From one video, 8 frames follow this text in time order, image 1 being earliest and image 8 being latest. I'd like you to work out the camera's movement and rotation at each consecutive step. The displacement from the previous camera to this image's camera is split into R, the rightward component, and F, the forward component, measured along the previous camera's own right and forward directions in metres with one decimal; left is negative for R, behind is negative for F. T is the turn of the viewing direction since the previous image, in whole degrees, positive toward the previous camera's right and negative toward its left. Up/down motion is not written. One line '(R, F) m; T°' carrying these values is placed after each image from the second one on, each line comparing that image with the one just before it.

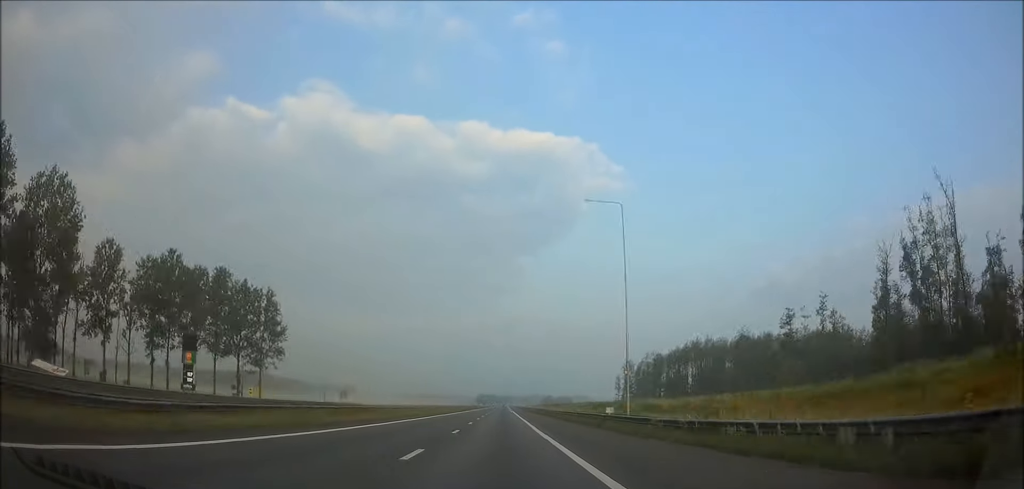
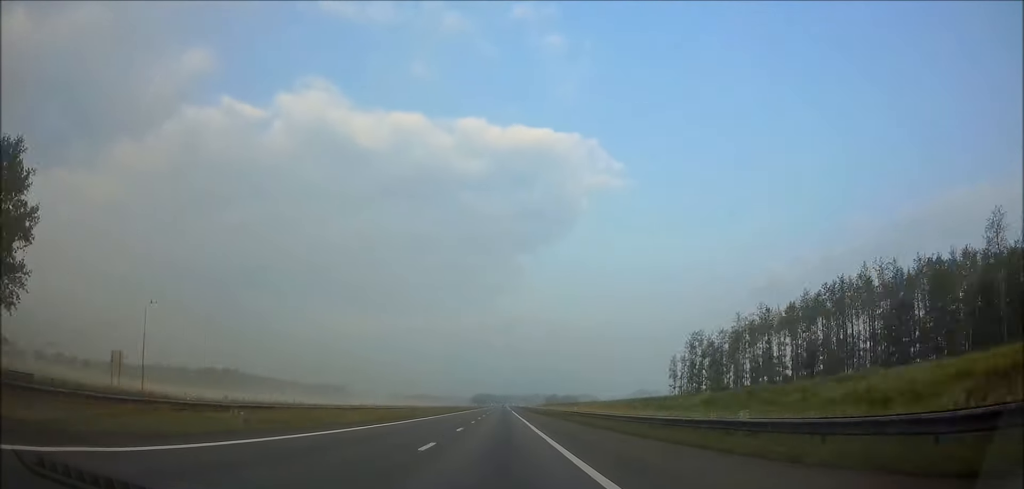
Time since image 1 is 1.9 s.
(+0.1, +69.1) m; 0°
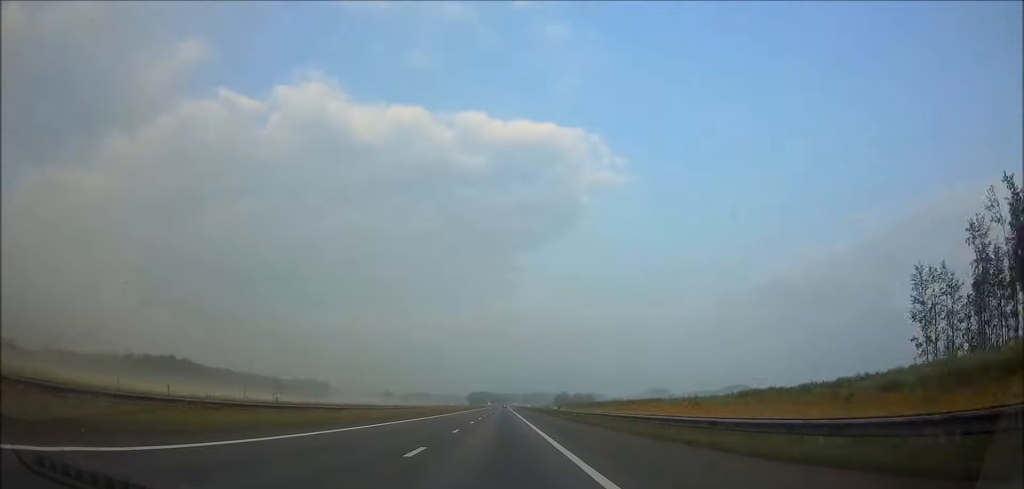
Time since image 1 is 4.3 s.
(-0.1, +88.8) m; 0°
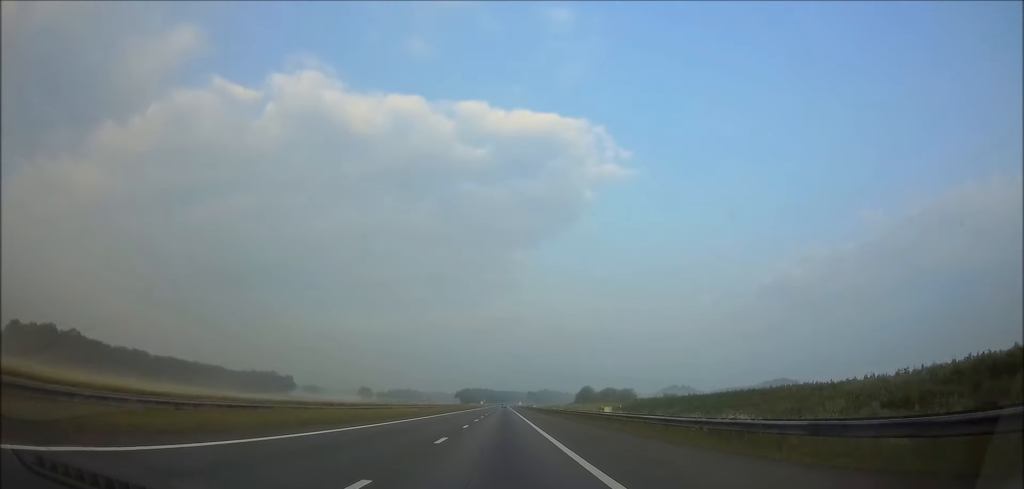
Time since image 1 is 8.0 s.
(+0.3, +138.1) m; 0°
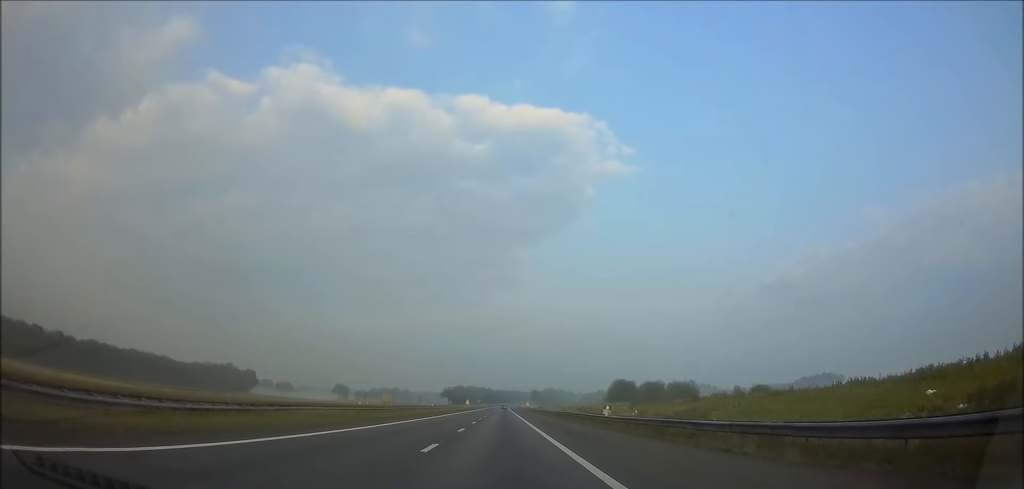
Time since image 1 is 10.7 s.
(0.0, +98.5) m; 0°
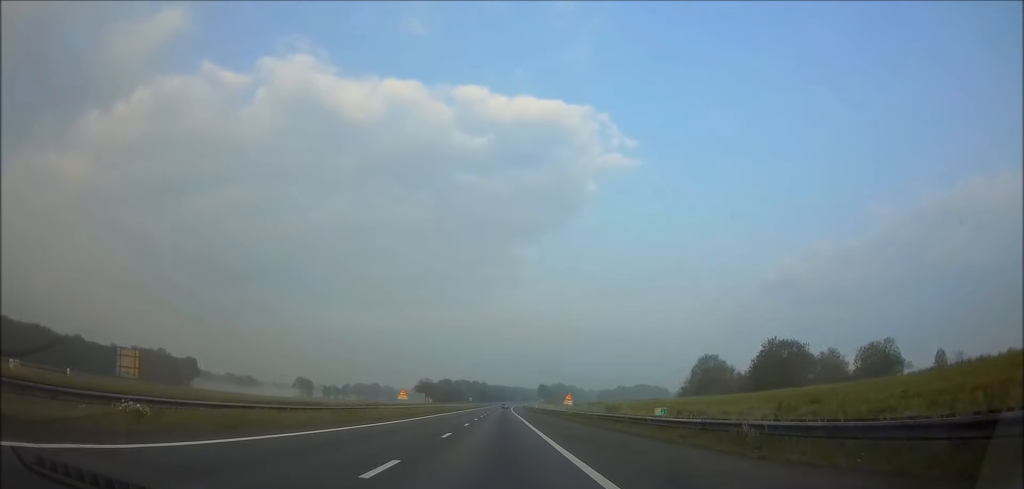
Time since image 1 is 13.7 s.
(-0.1, +113.2) m; 0°
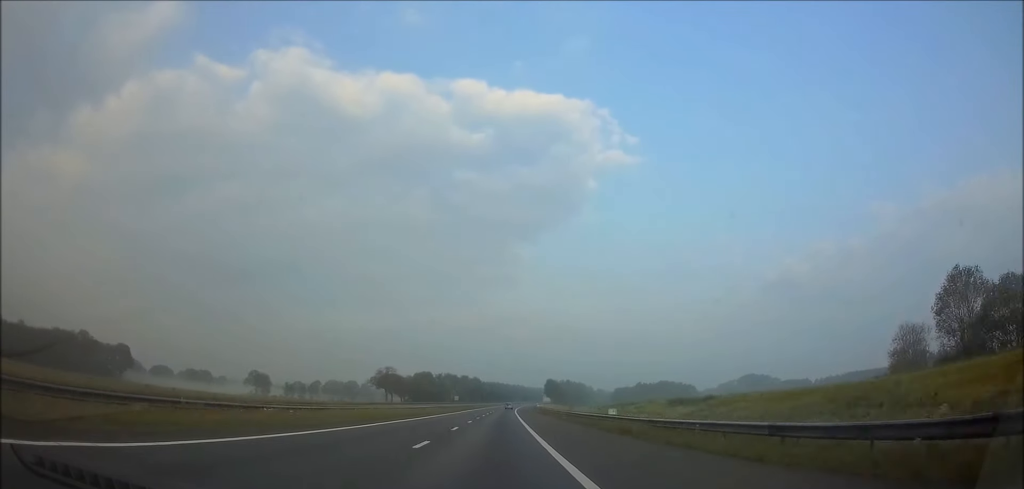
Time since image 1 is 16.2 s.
(+0.1, +88.6) m; +1°
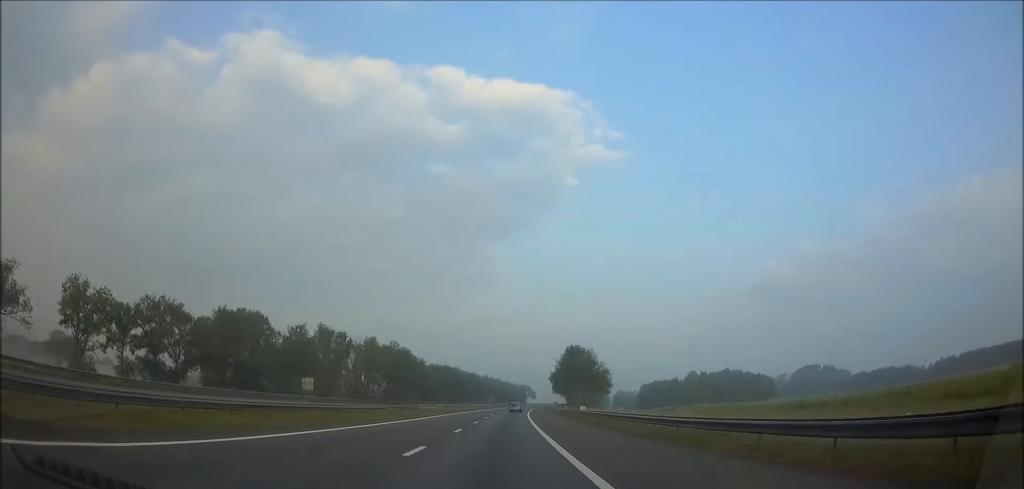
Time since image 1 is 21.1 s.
(+3.3, +181.7) m; +3°
